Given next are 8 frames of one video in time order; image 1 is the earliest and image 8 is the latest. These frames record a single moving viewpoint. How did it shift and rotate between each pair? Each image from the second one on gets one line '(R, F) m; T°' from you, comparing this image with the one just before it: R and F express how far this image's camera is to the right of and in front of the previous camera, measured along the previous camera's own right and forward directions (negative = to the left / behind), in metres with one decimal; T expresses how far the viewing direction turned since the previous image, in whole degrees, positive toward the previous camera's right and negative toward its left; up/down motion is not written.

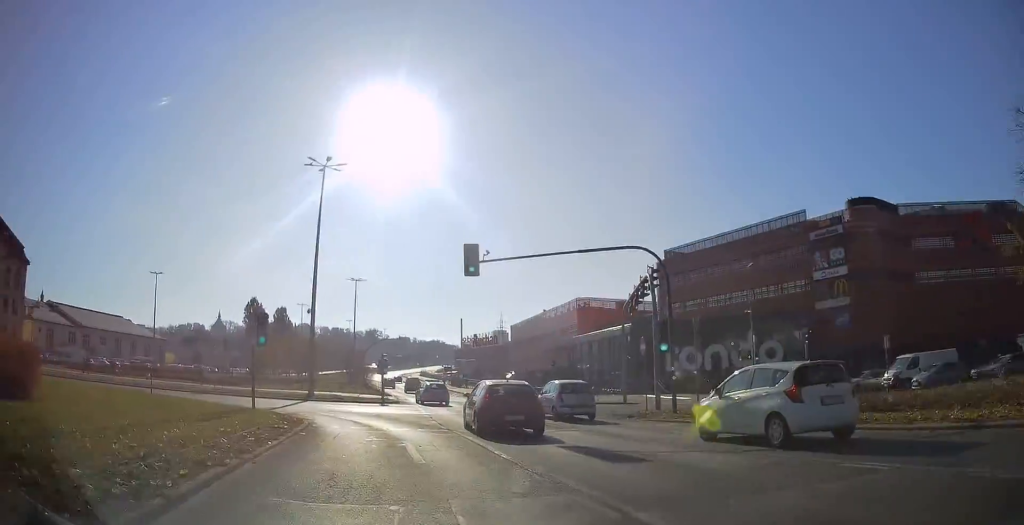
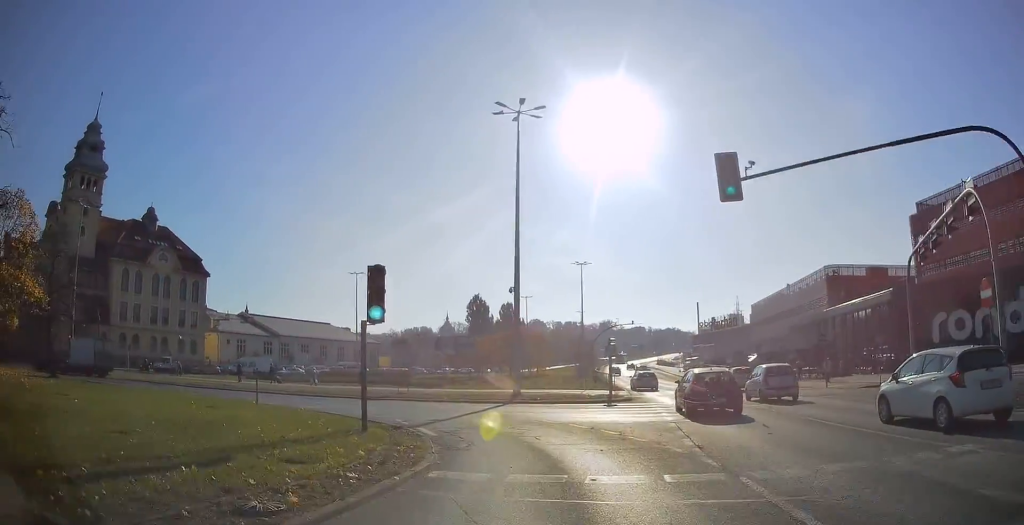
(-1.6, +8.9) m; -19°
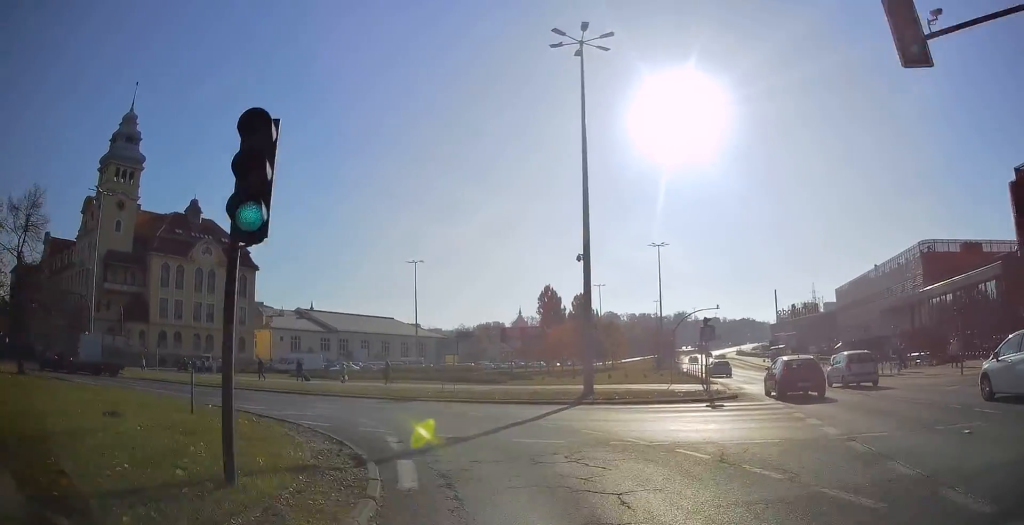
(-0.6, +6.8) m; -10°
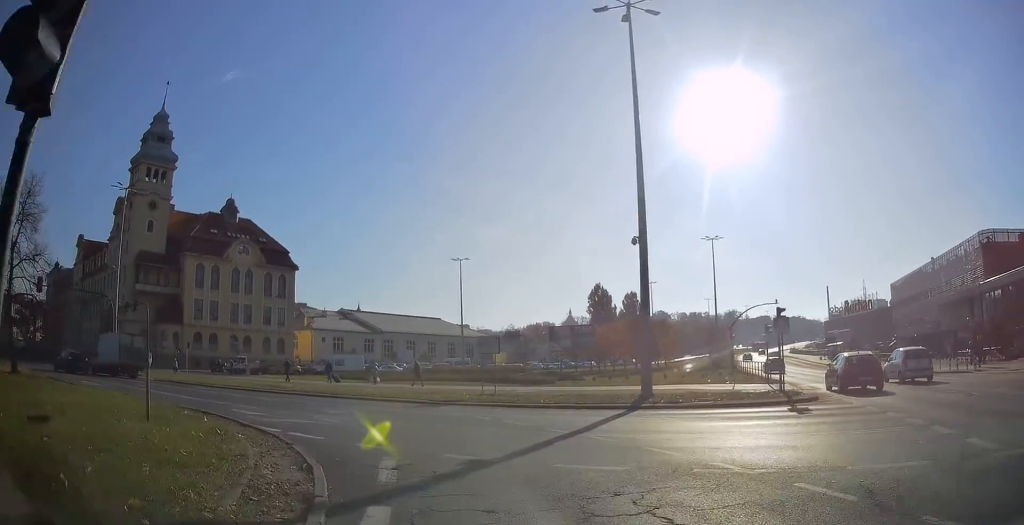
(-0.3, +3.1) m; -5°
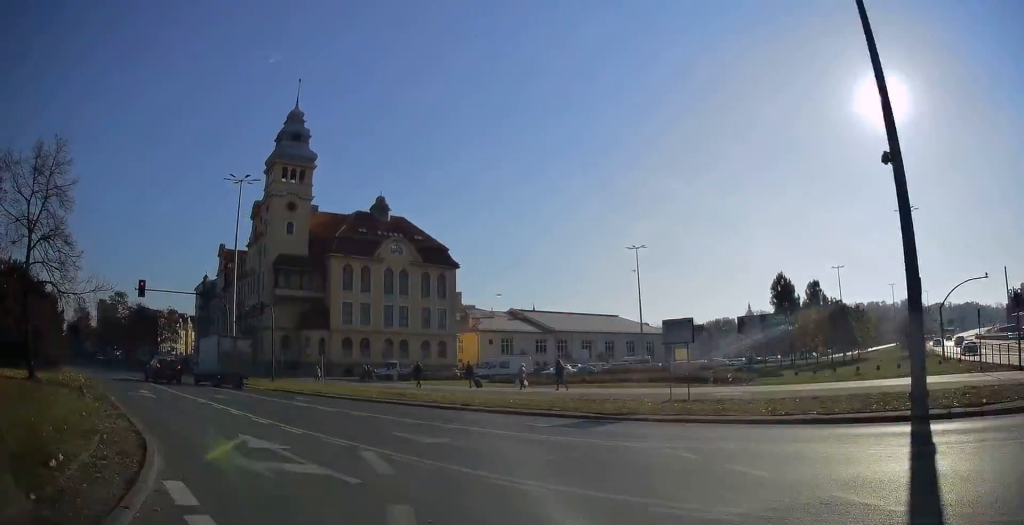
(-0.9, +7.7) m; -15°
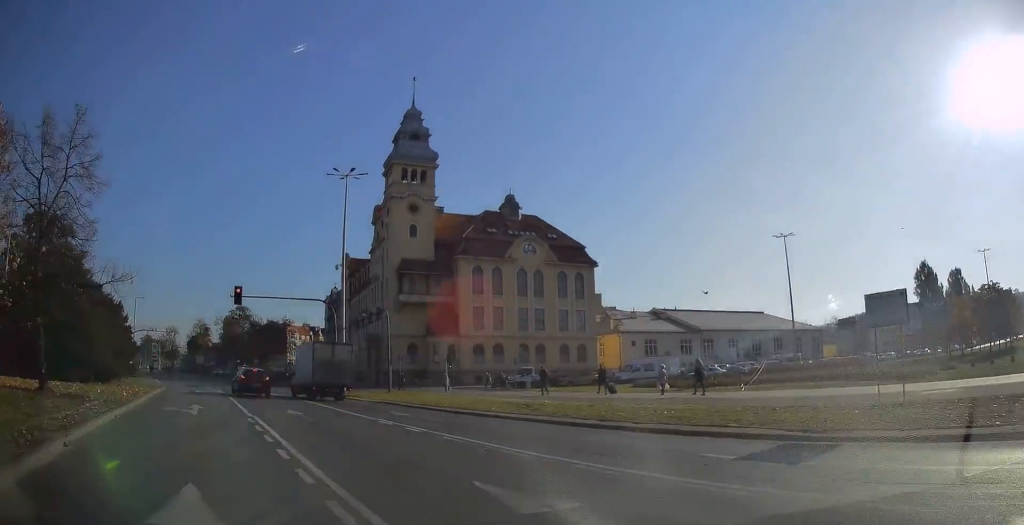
(-0.3, +5.4) m; -12°
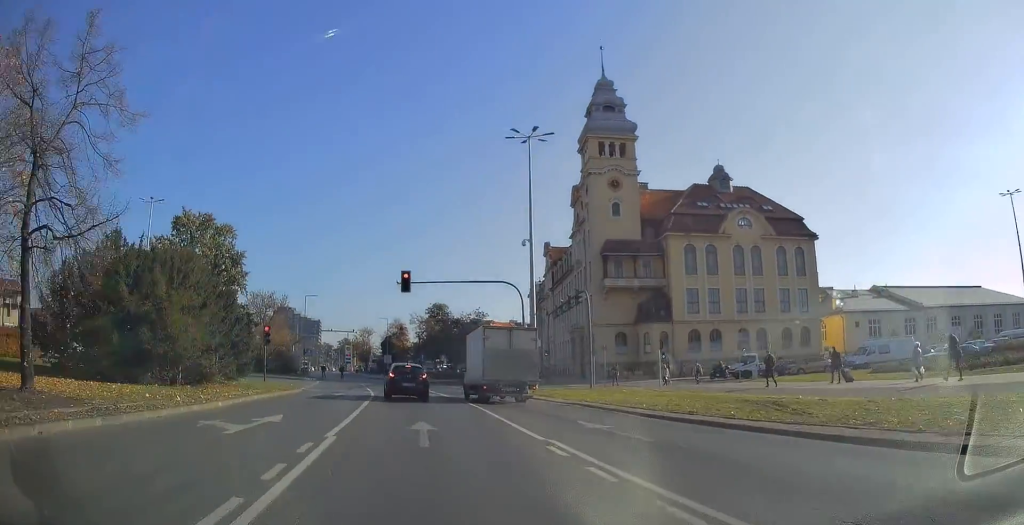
(-1.2, +7.6) m; -16°
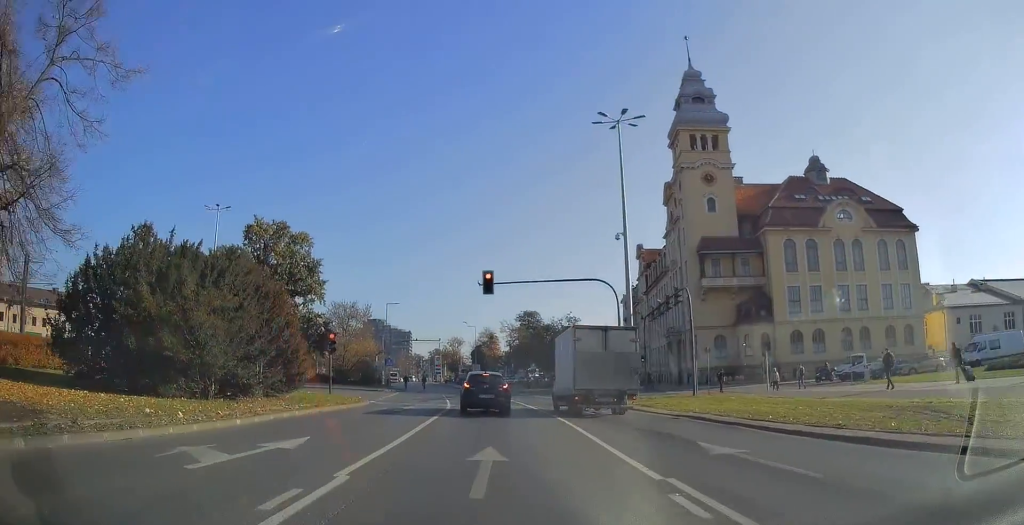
(-0.5, +3.7) m; -8°
